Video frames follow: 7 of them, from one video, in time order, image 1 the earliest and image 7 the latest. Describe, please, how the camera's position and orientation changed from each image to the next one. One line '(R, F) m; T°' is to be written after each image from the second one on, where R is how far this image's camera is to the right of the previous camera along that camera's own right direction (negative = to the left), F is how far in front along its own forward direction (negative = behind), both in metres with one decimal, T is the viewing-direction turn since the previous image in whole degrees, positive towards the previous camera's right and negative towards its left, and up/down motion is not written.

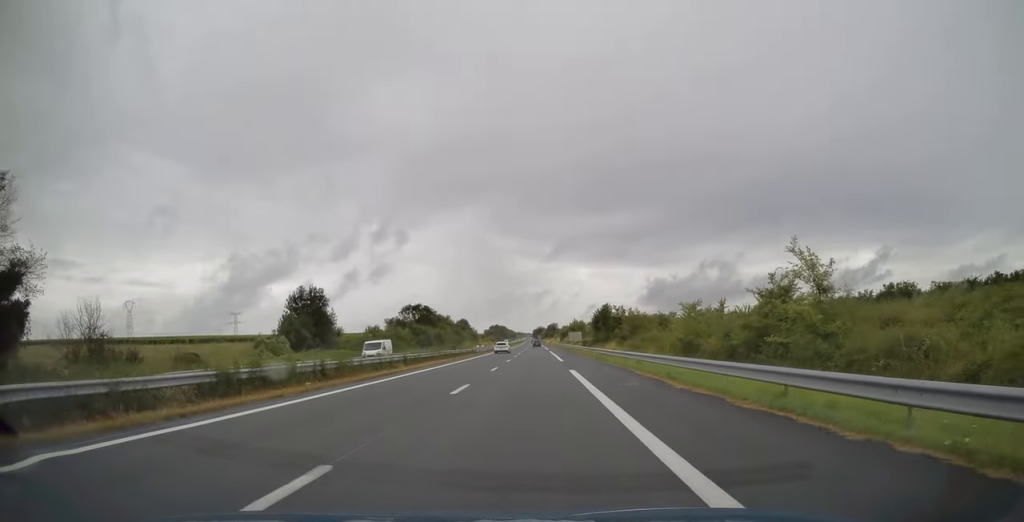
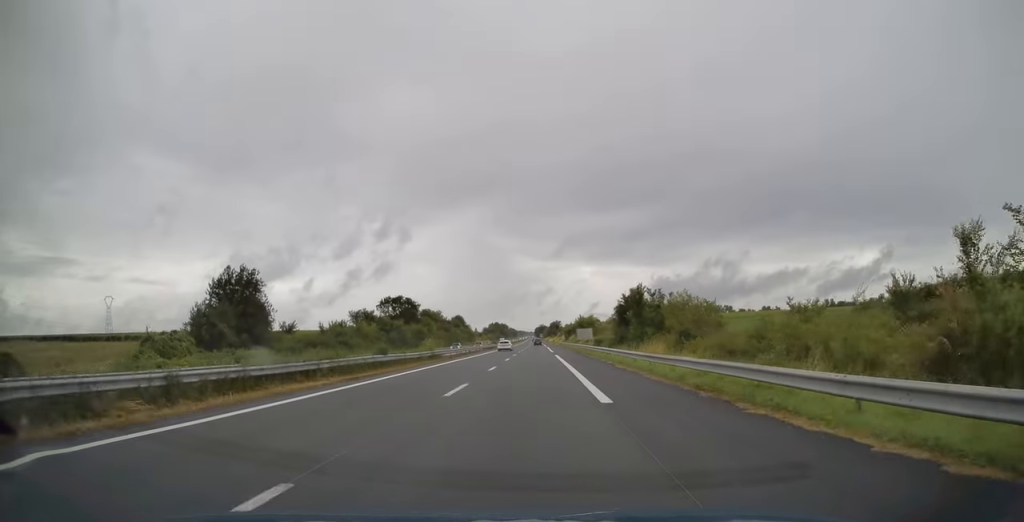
(0.0, +26.9) m; 0°
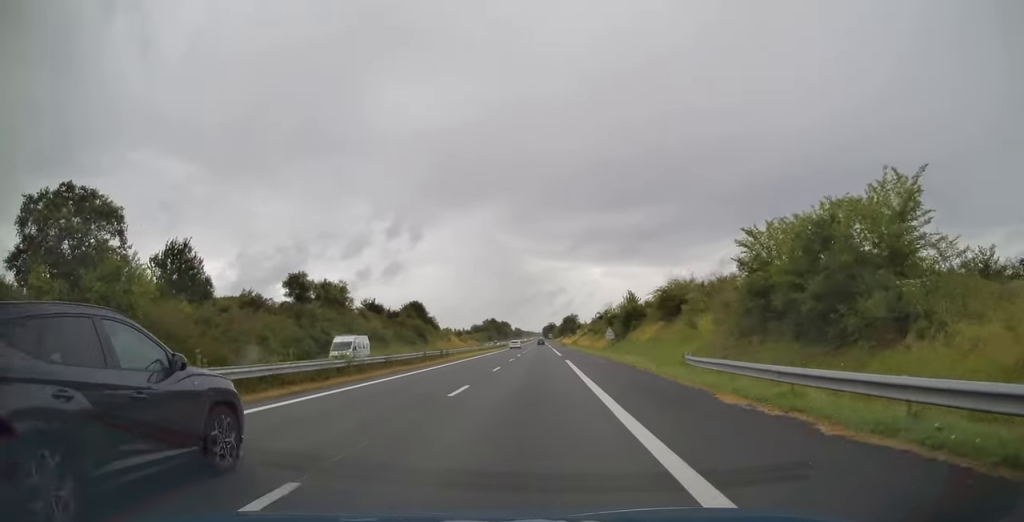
(-0.6, +117.2) m; -1°
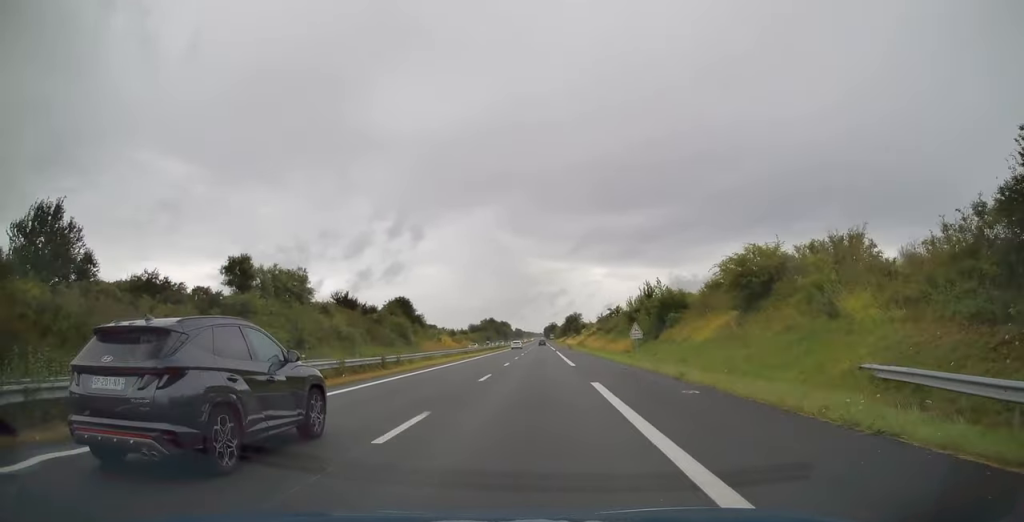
(0.0, +19.9) m; 0°
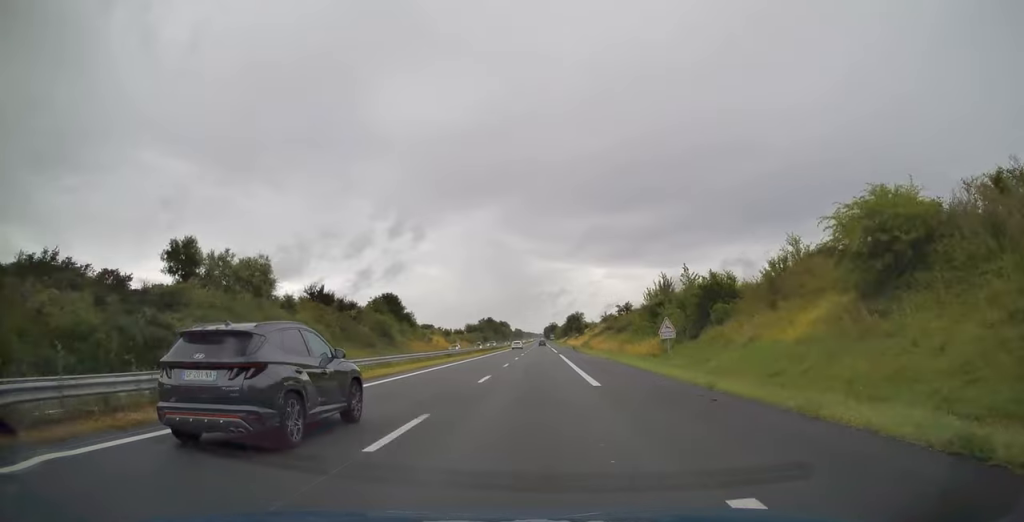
(-0.1, +13.4) m; 0°
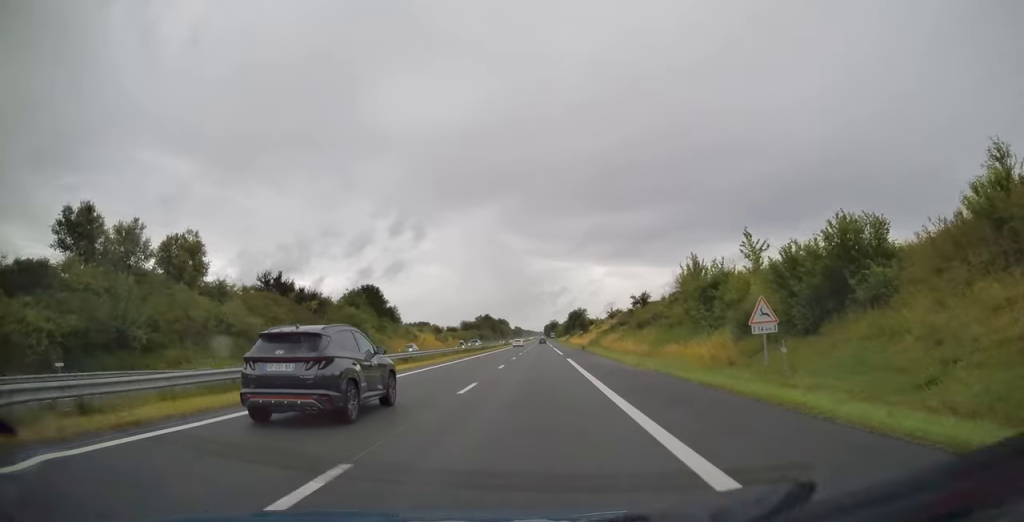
(-0.1, +17.7) m; 0°
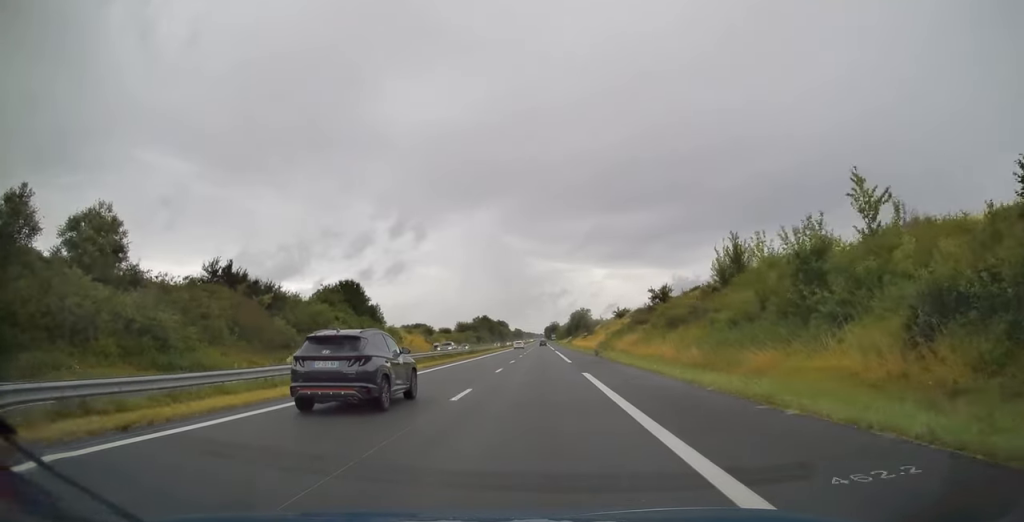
(0.0, +15.0) m; 0°
